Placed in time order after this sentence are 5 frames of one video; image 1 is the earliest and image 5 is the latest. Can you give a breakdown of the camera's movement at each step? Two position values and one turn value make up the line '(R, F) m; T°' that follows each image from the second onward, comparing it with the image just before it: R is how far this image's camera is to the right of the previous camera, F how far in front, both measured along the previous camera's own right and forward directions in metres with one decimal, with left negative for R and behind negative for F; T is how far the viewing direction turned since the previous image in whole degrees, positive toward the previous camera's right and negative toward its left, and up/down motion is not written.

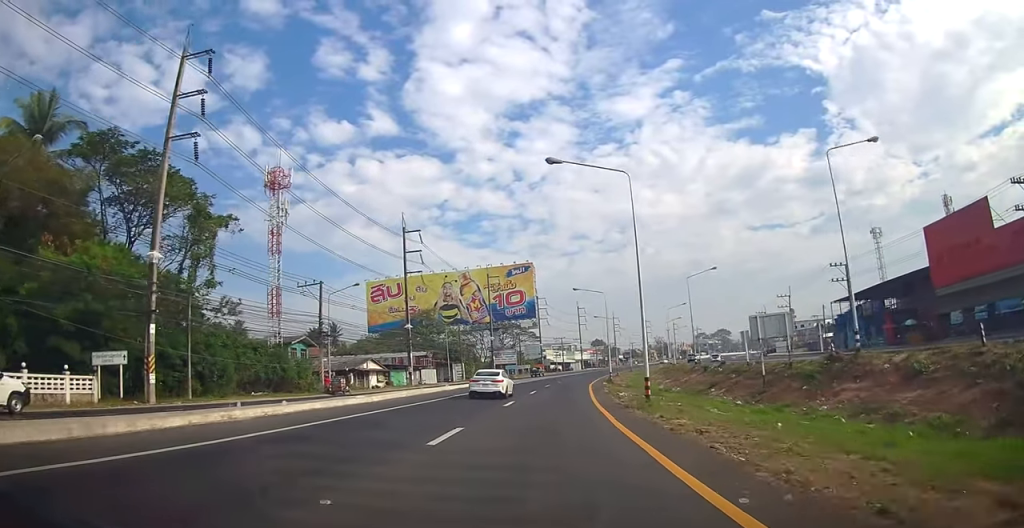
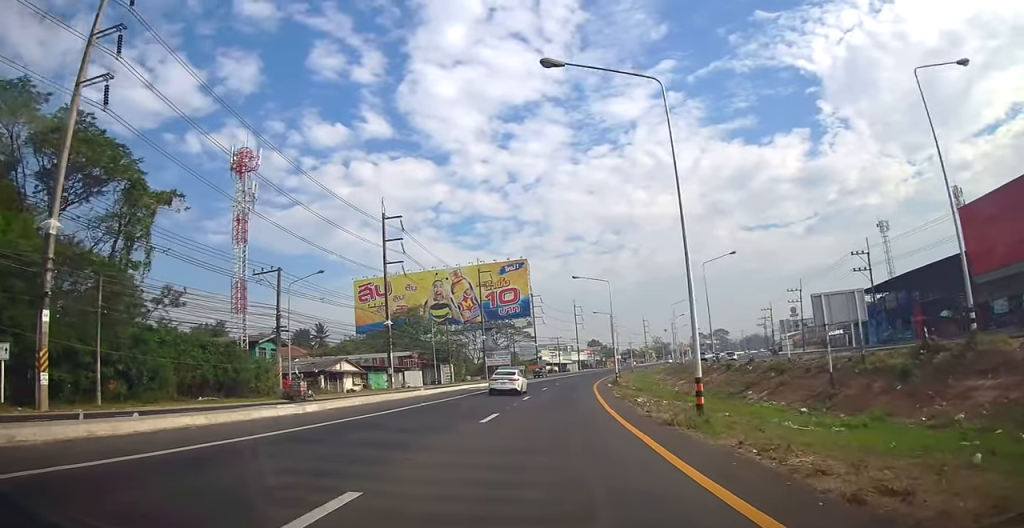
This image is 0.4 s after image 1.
(+0.3, +7.4) m; 0°
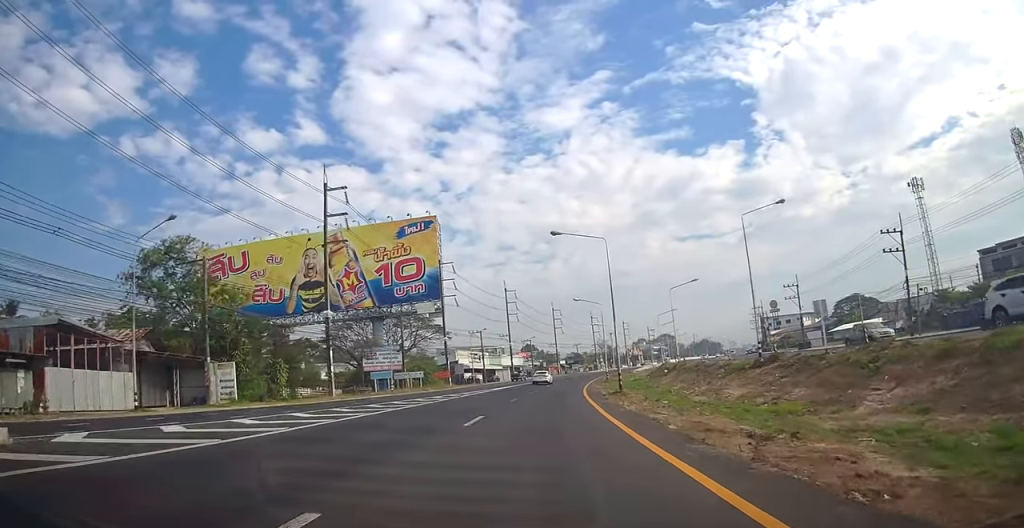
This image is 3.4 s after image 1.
(+1.3, +50.1) m; +5°
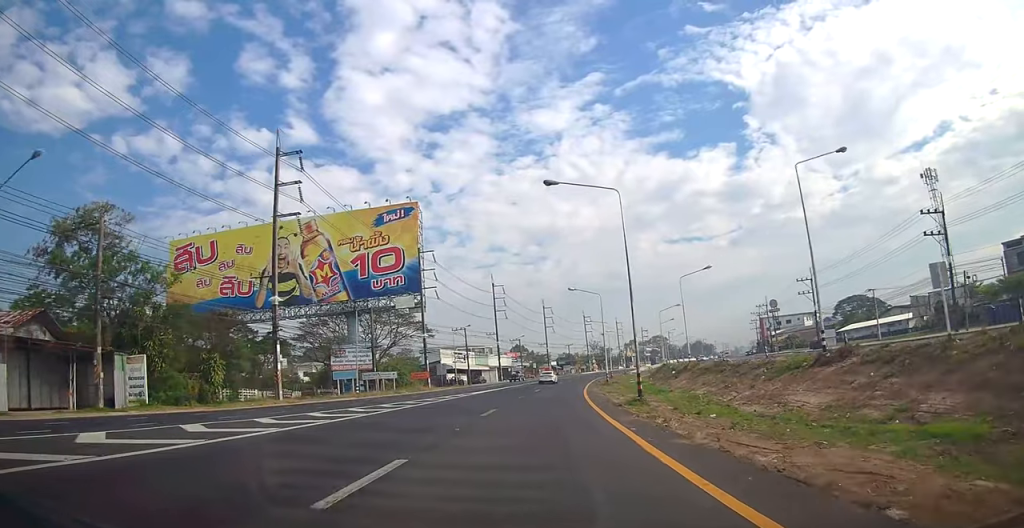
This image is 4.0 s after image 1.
(0.0, +9.1) m; +1°
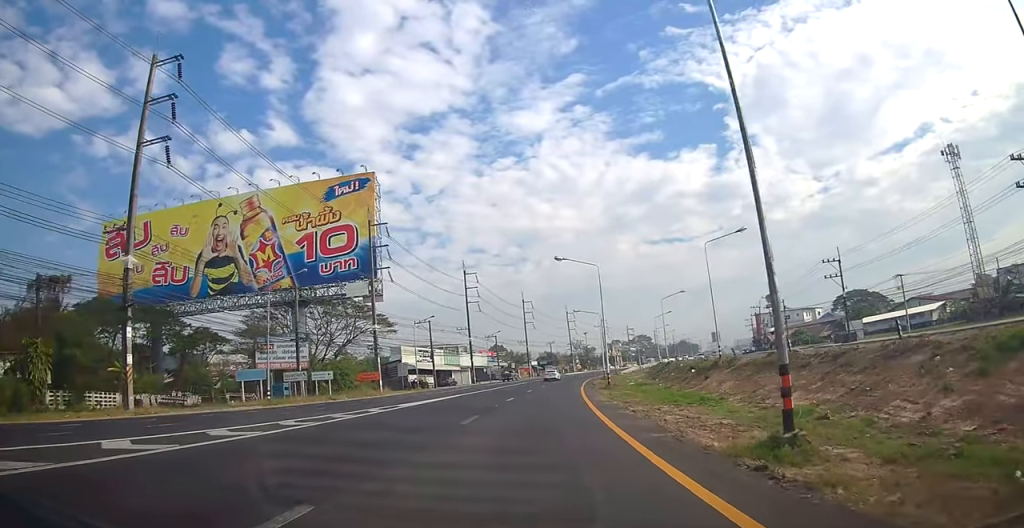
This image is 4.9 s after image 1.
(+0.6, +15.5) m; 0°
